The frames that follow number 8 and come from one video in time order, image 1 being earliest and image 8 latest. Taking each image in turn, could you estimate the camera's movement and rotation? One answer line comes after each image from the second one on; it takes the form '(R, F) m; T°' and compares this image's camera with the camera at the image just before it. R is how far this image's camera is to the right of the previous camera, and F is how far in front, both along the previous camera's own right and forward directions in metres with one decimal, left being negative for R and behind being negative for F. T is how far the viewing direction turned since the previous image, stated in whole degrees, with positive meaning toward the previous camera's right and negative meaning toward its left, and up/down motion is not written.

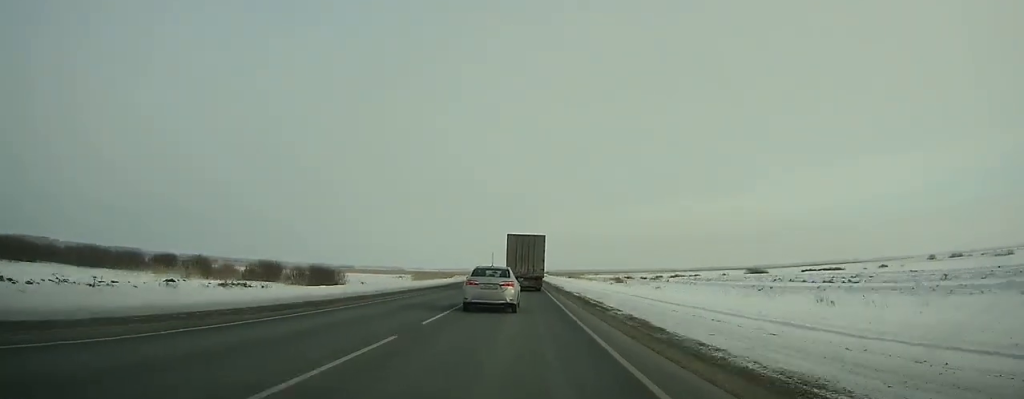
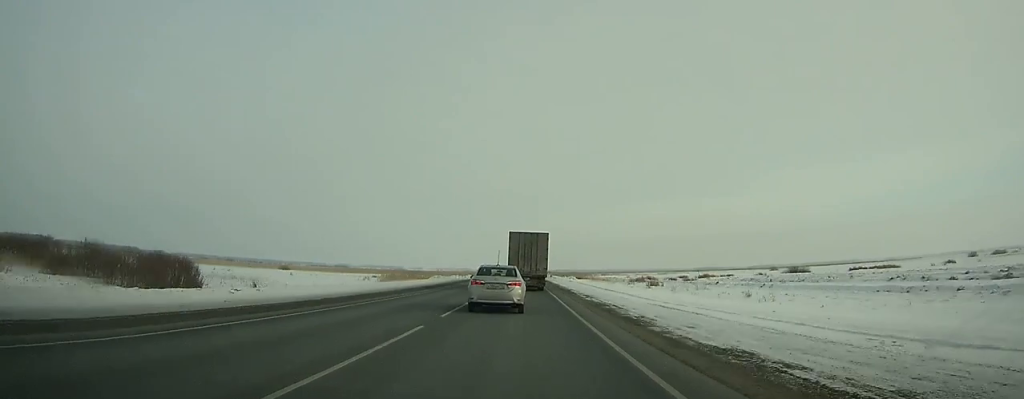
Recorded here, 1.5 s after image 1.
(-0.1, +33.3) m; 0°
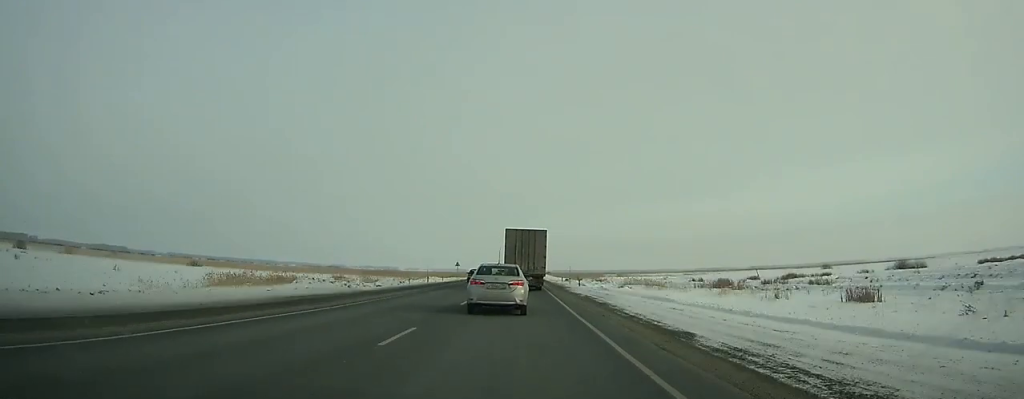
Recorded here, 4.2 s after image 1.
(0.0, +59.9) m; 0°
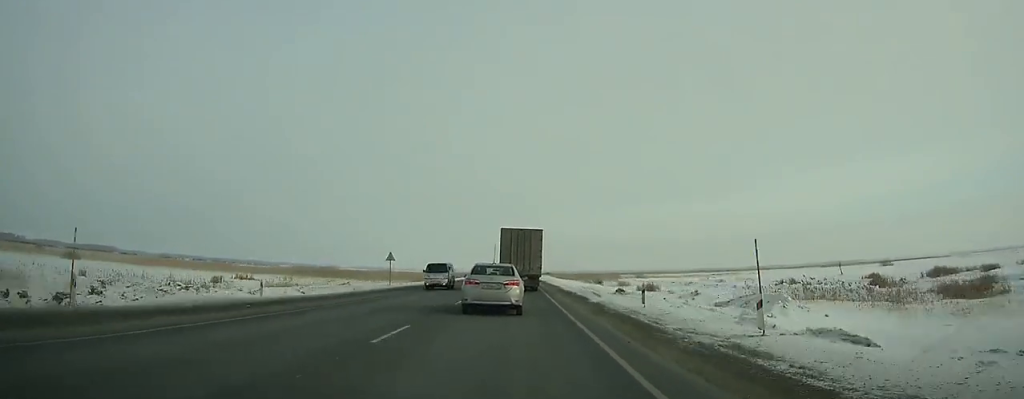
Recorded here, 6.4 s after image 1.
(0.0, +48.9) m; 0°
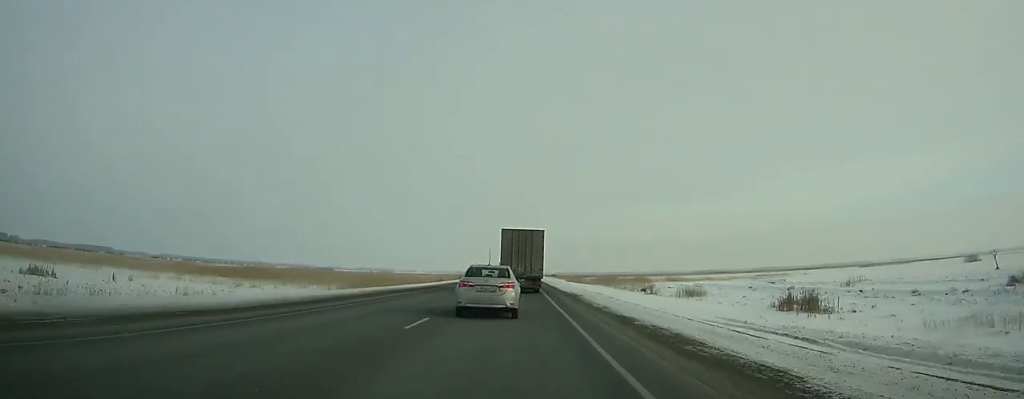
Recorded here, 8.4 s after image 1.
(0.0, +44.6) m; 0°
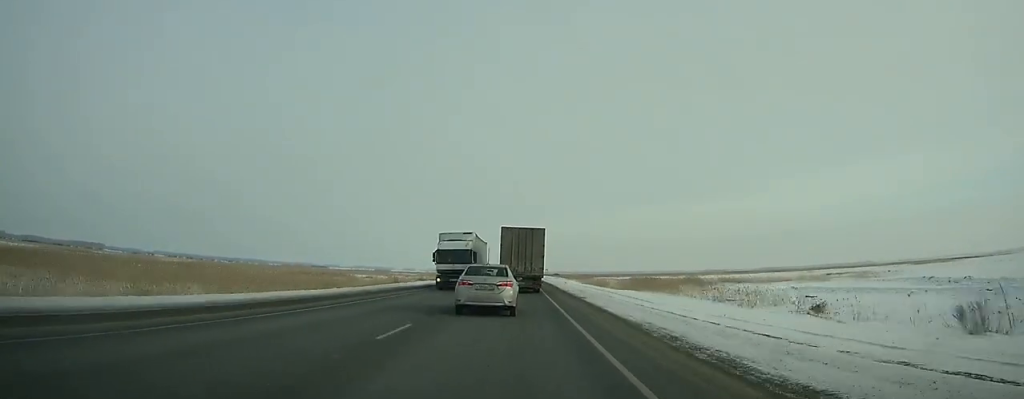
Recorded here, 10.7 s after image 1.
(0.0, +51.9) m; 0°
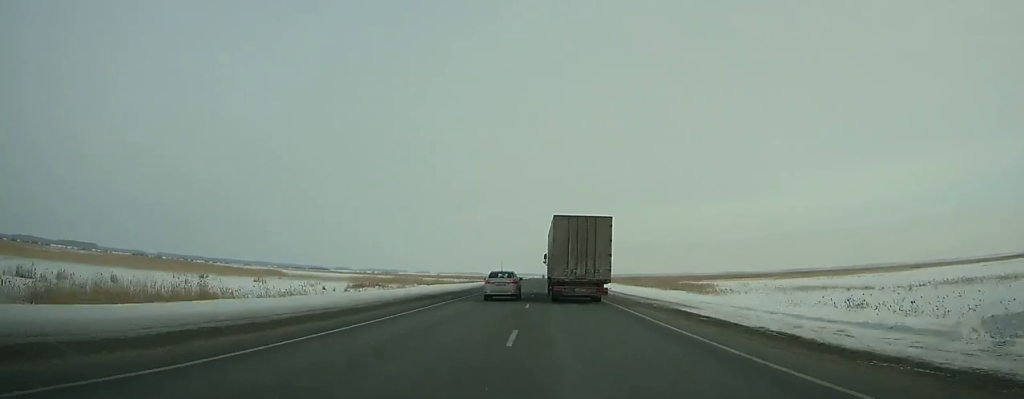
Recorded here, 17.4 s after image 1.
(-2.0, +161.8) m; -1°
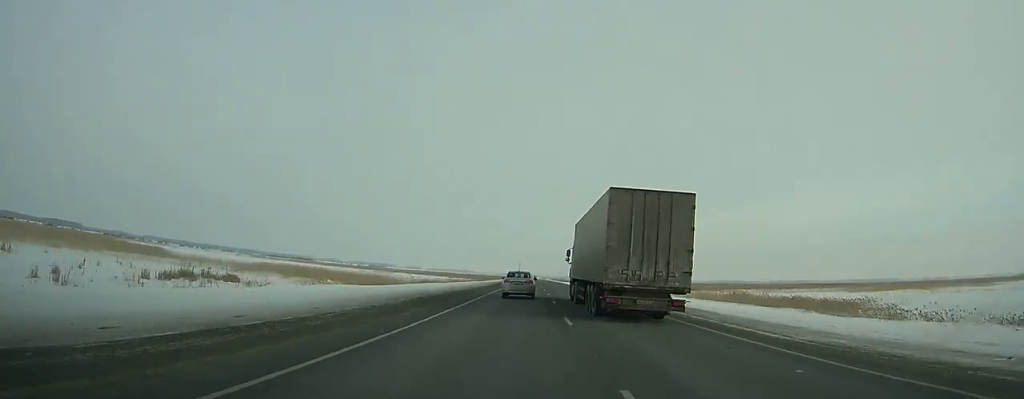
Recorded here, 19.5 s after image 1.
(0.0, +55.3) m; 0°
